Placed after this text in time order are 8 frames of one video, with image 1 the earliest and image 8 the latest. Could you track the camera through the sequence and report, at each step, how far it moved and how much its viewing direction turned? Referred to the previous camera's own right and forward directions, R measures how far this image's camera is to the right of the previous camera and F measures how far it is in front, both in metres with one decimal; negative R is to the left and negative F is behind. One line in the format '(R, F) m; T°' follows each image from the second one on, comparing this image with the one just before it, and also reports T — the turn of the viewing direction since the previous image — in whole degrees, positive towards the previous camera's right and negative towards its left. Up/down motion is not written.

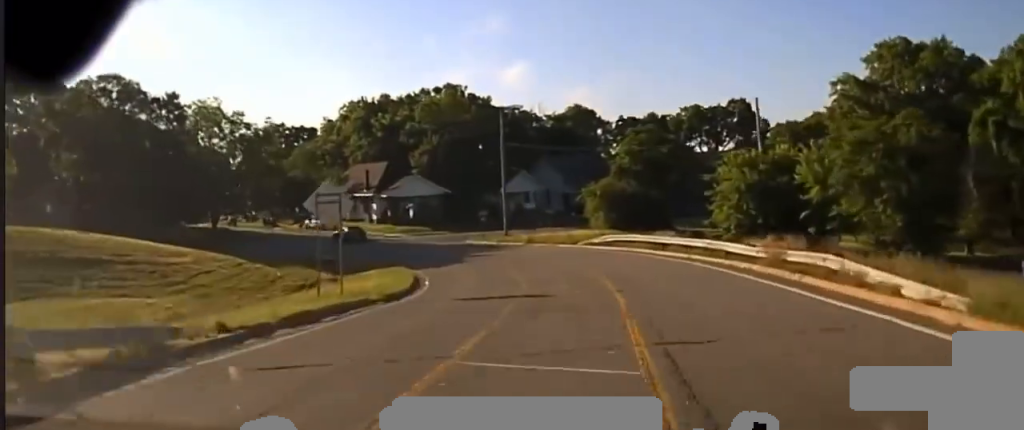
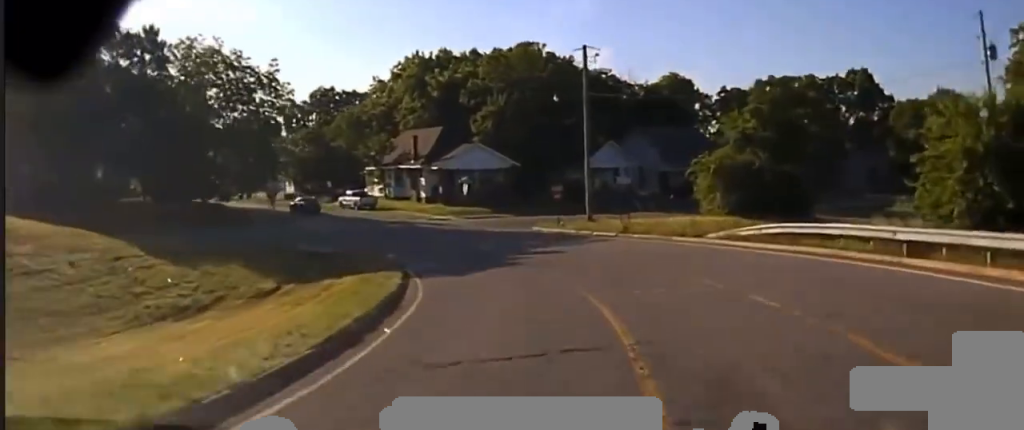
(+0.1, +19.5) m; -2°
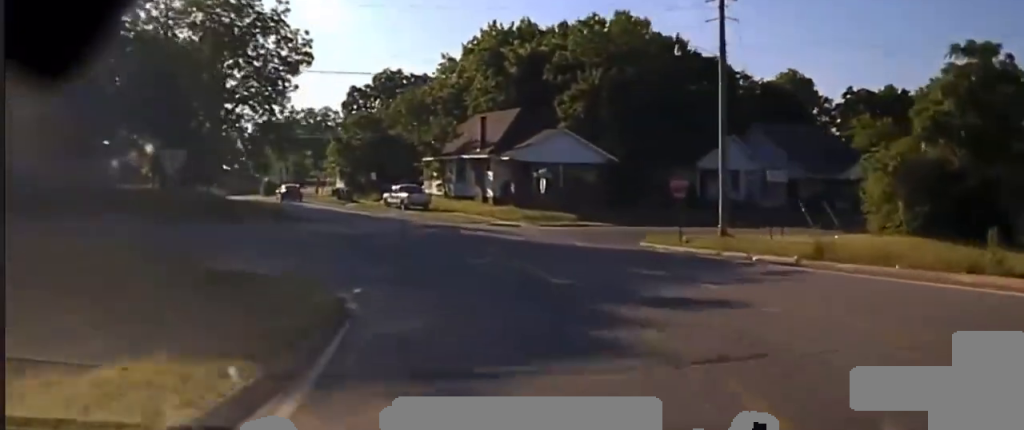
(-0.6, +17.9) m; -5°
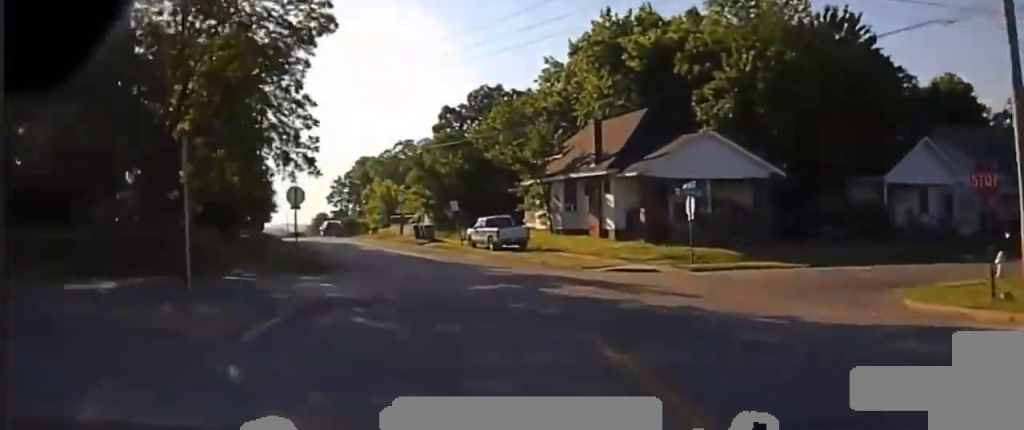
(-1.0, +18.7) m; -8°
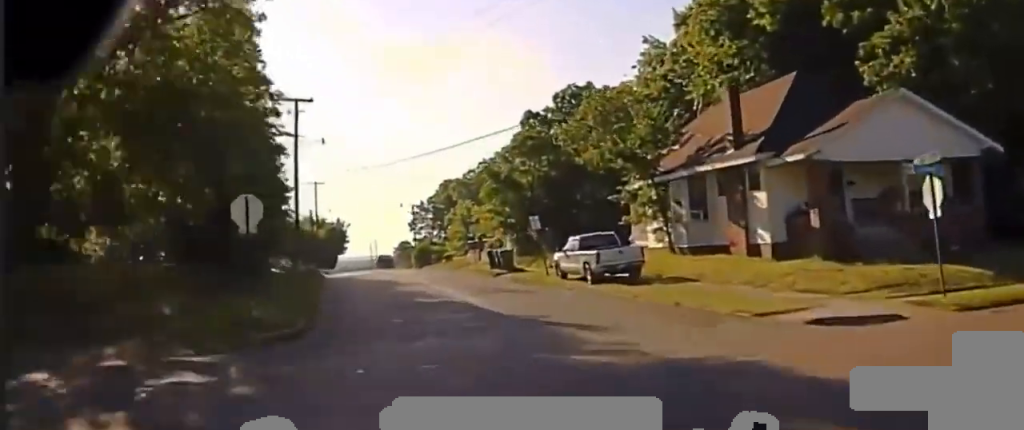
(-0.8, +16.3) m; -8°
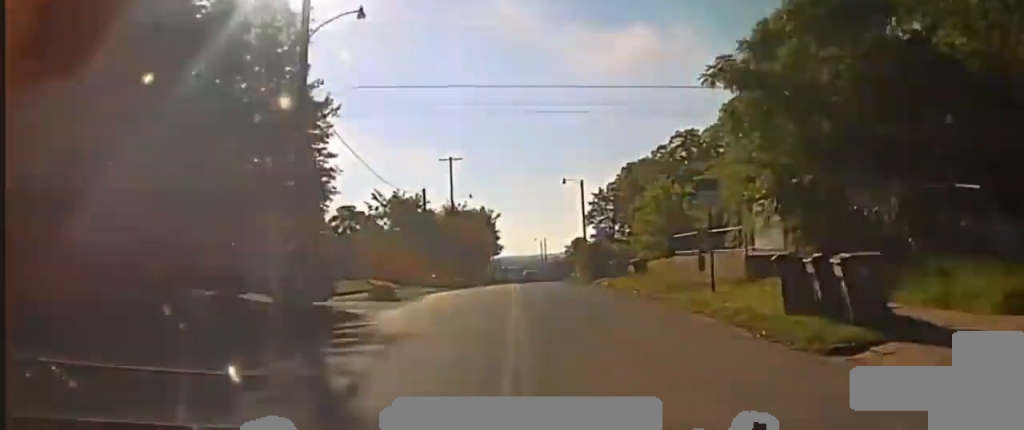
(-4.4, +37.0) m; -11°
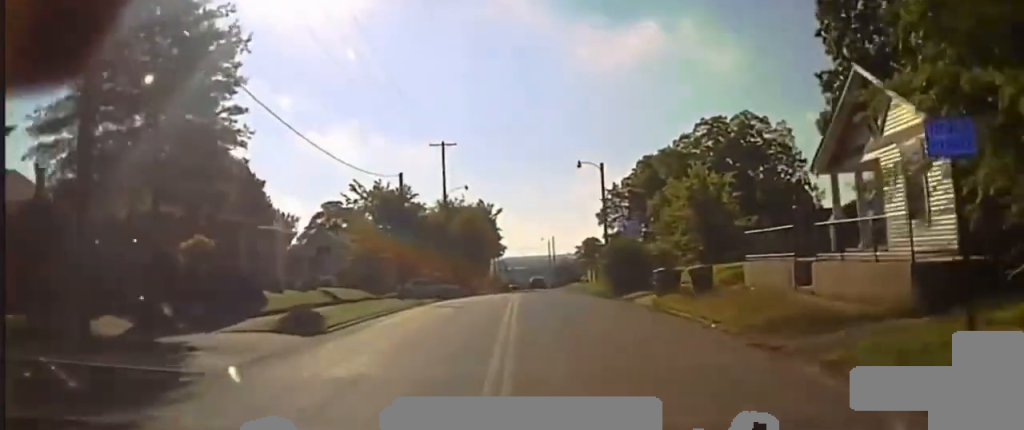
(-0.3, +13.2) m; -2°
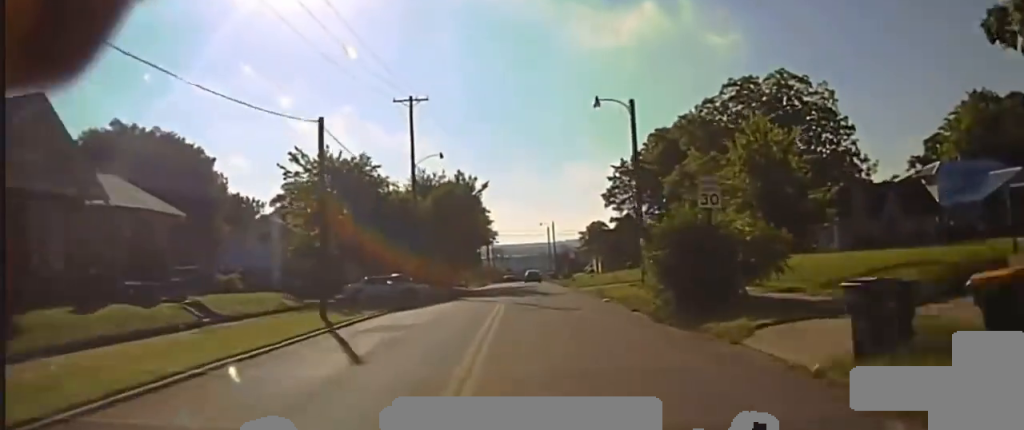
(-0.4, +15.4) m; -1°
